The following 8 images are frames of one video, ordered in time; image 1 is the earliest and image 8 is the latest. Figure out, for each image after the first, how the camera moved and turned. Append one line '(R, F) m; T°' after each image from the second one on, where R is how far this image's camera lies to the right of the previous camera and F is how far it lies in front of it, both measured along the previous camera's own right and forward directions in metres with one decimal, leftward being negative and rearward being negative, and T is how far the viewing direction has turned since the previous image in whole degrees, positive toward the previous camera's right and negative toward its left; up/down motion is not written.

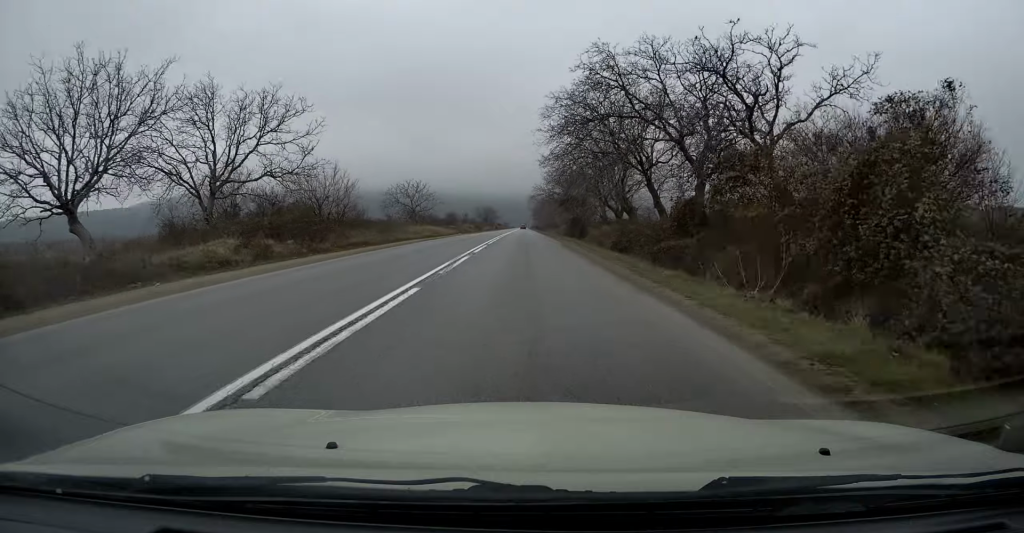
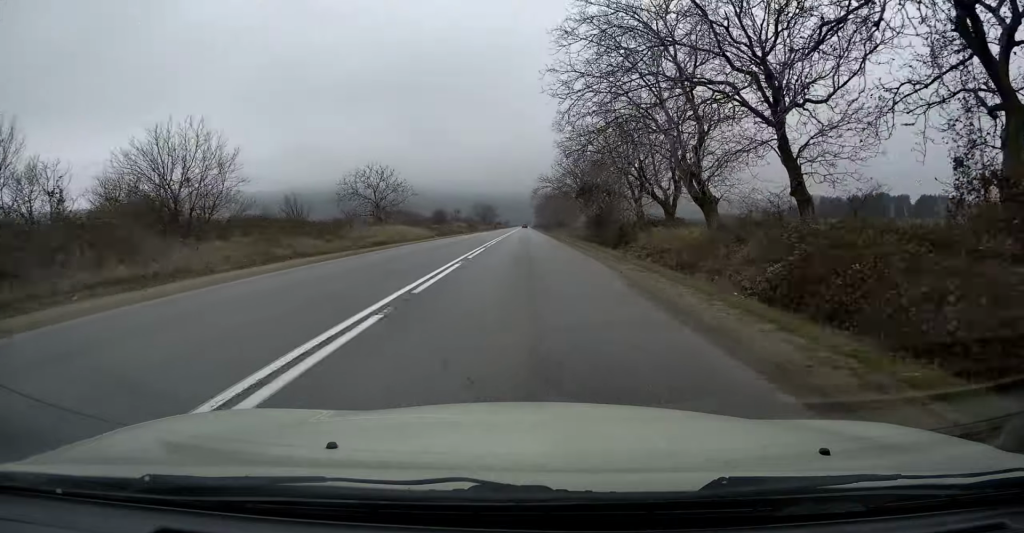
(-0.2, +21.0) m; 0°
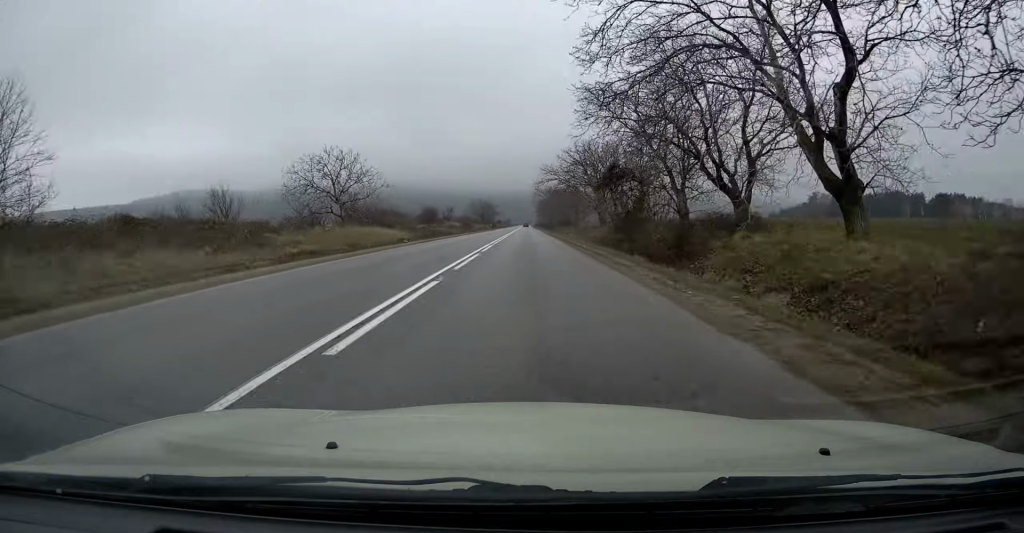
(+0.1, +13.5) m; 0°
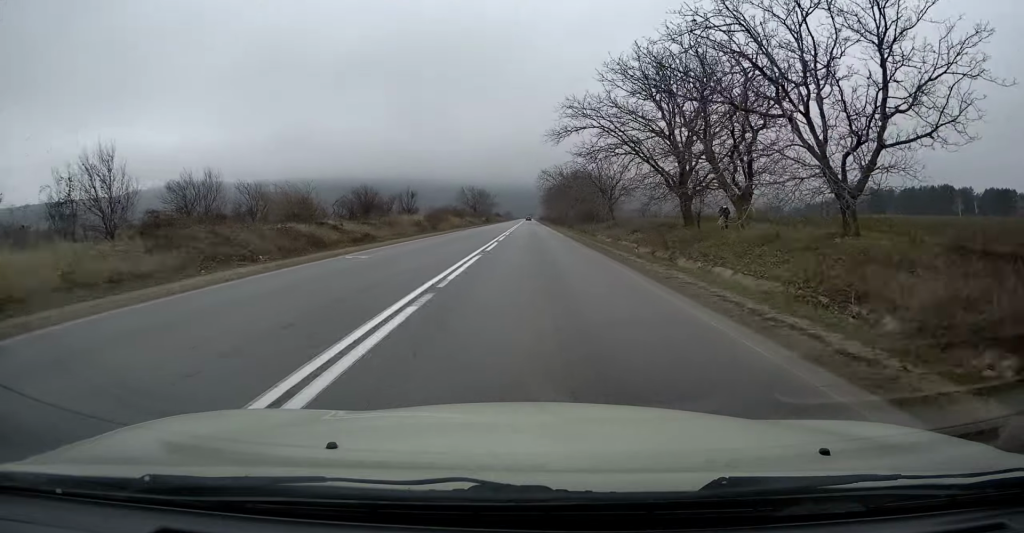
(-0.6, +39.4) m; -1°
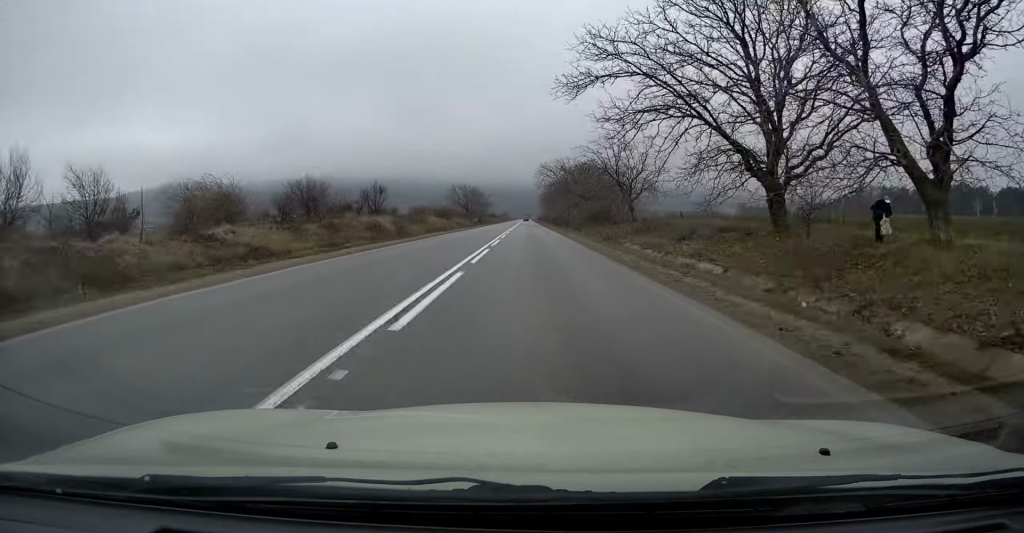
(+0.3, +14.3) m; +1°
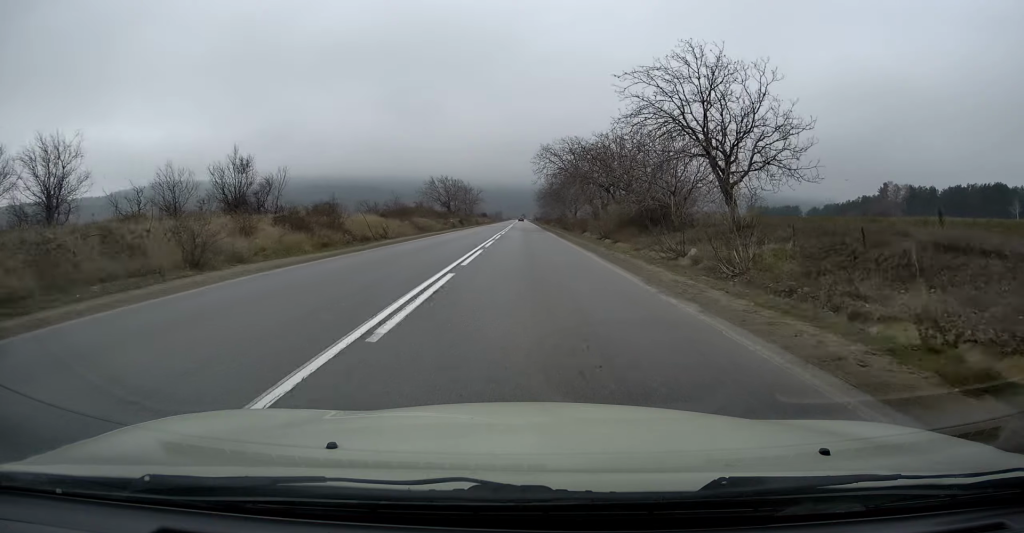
(+0.1, +27.4) m; -1°
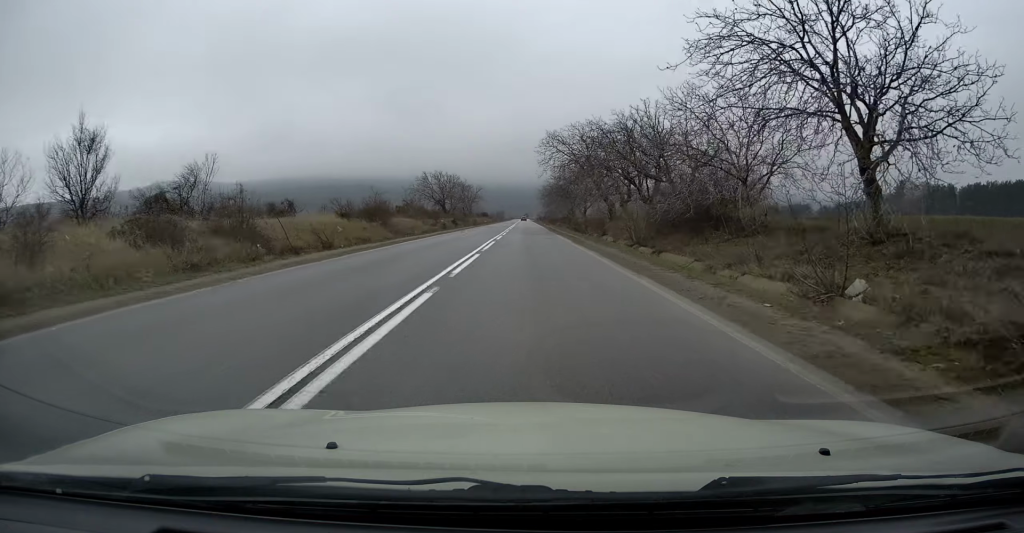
(-0.2, +11.7) m; 0°
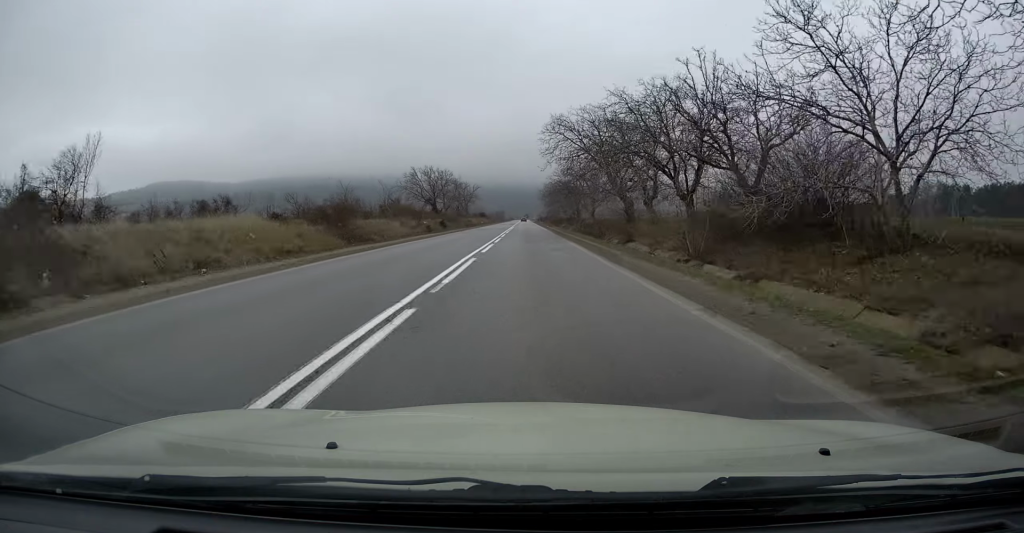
(-0.1, +11.0) m; 0°
